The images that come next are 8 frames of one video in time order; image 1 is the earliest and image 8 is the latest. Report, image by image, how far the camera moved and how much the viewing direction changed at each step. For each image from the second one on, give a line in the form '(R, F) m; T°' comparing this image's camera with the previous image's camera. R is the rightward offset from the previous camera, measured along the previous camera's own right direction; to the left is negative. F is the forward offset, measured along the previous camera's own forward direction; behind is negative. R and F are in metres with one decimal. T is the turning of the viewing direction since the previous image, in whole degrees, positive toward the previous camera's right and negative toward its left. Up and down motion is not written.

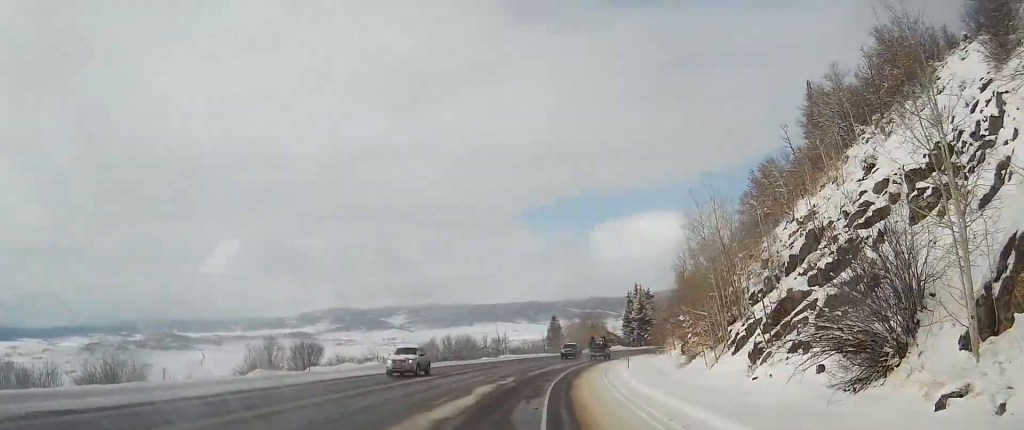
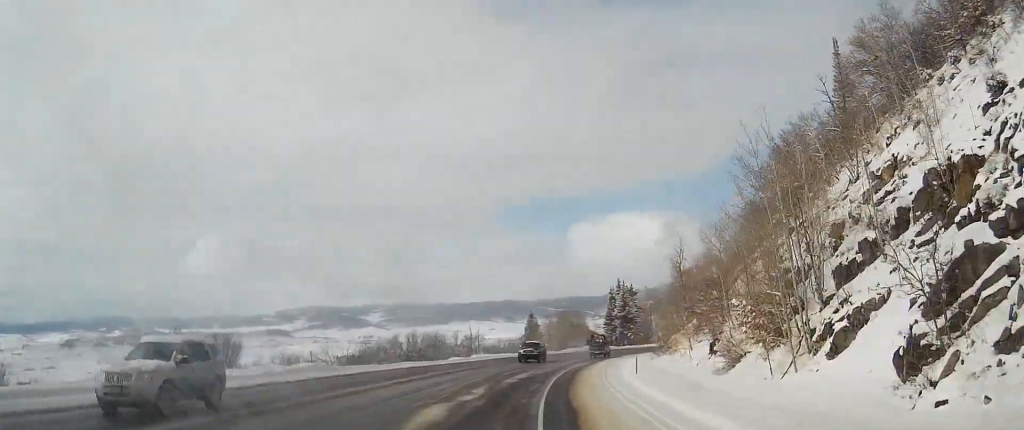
(-0.1, +12.1) m; +2°
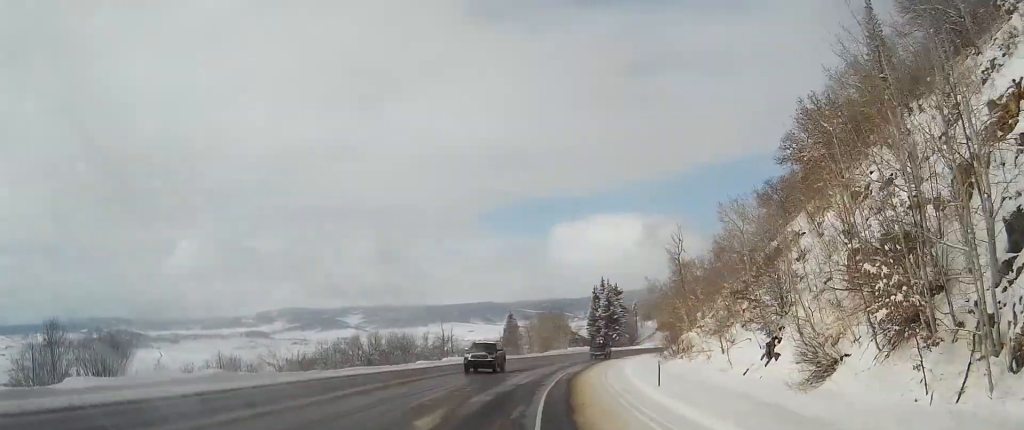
(+0.5, +10.7) m; +1°
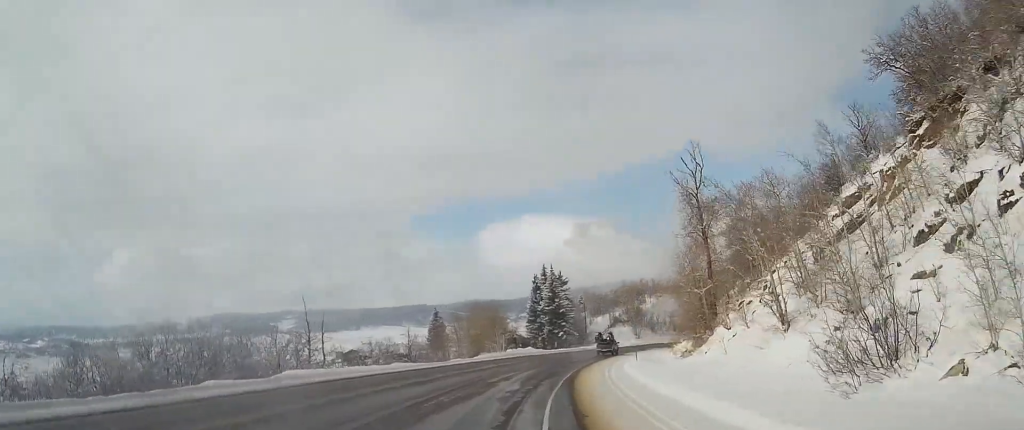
(+1.2, +34.8) m; +5°
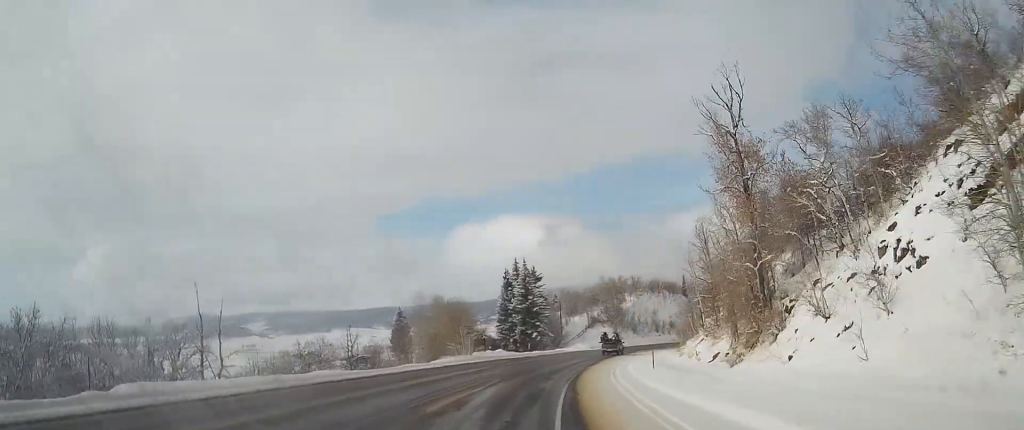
(+0.4, +15.4) m; +3°
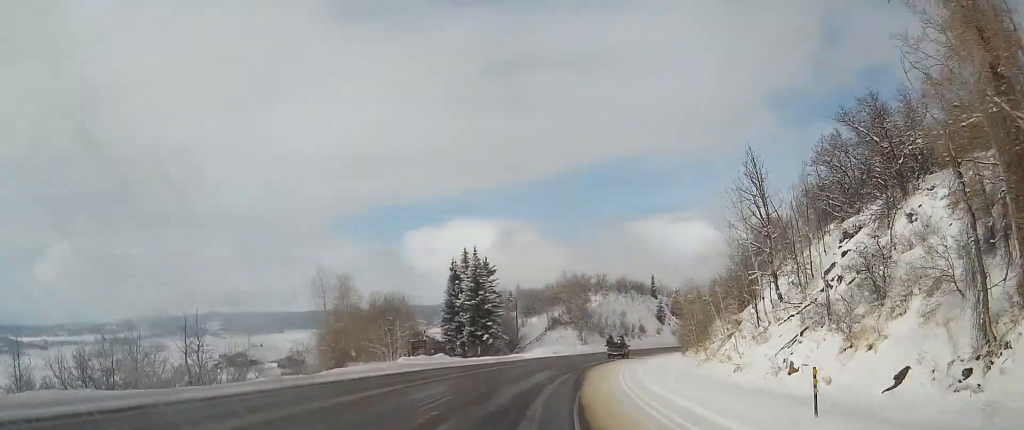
(+0.8, +23.2) m; +4°
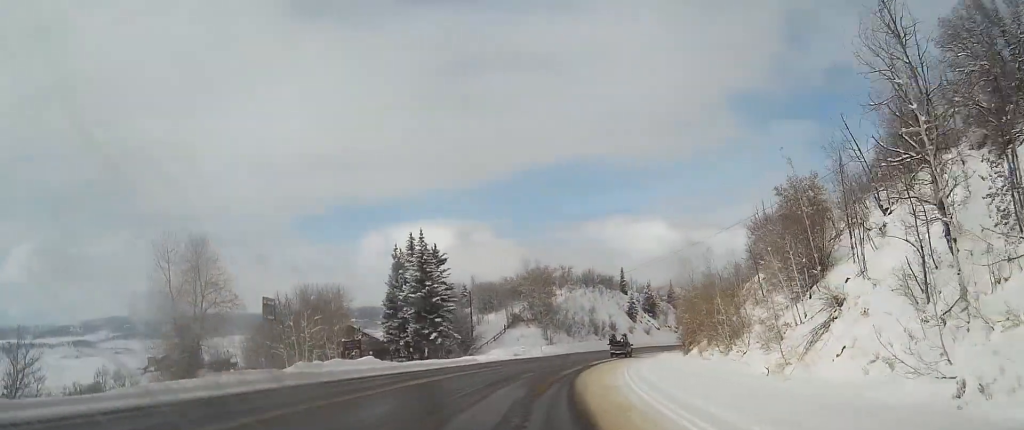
(+0.6, +19.1) m; +3°
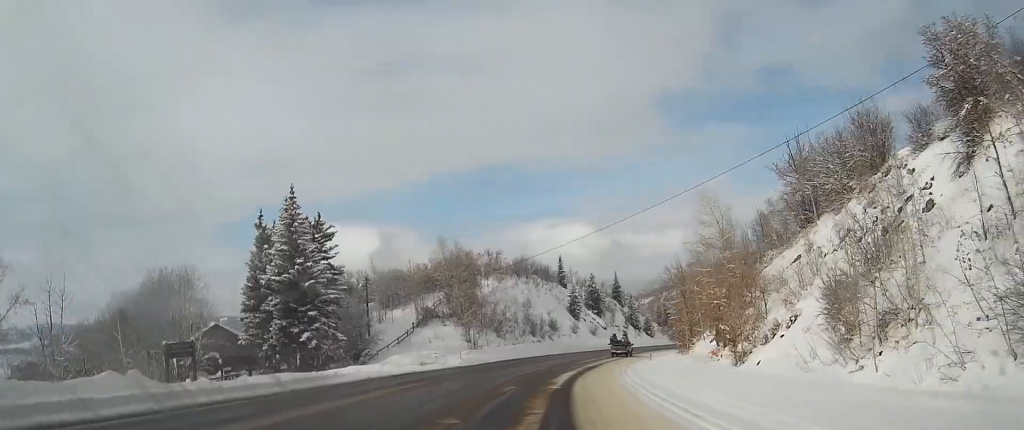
(+1.6, +31.8) m; +5°
